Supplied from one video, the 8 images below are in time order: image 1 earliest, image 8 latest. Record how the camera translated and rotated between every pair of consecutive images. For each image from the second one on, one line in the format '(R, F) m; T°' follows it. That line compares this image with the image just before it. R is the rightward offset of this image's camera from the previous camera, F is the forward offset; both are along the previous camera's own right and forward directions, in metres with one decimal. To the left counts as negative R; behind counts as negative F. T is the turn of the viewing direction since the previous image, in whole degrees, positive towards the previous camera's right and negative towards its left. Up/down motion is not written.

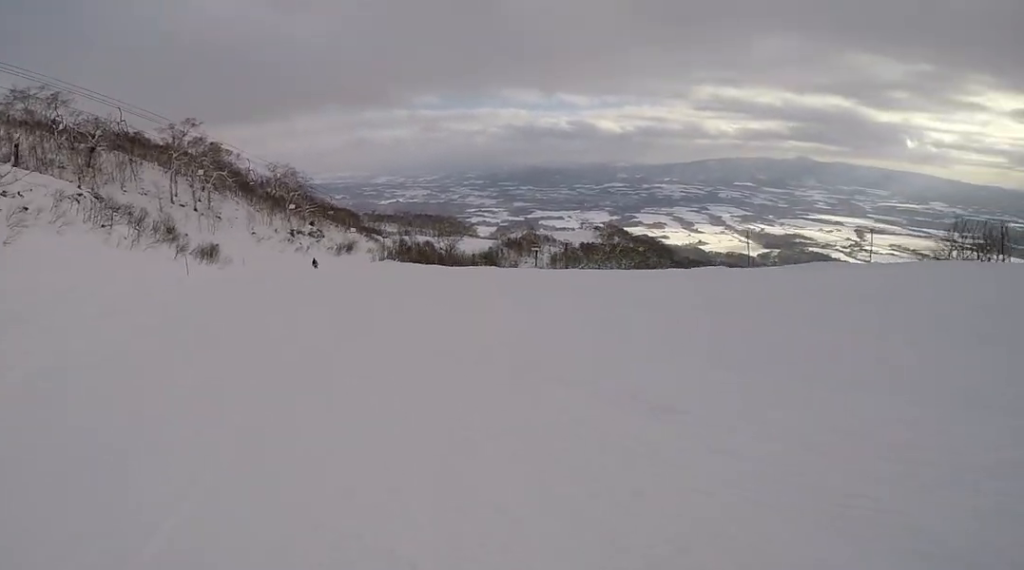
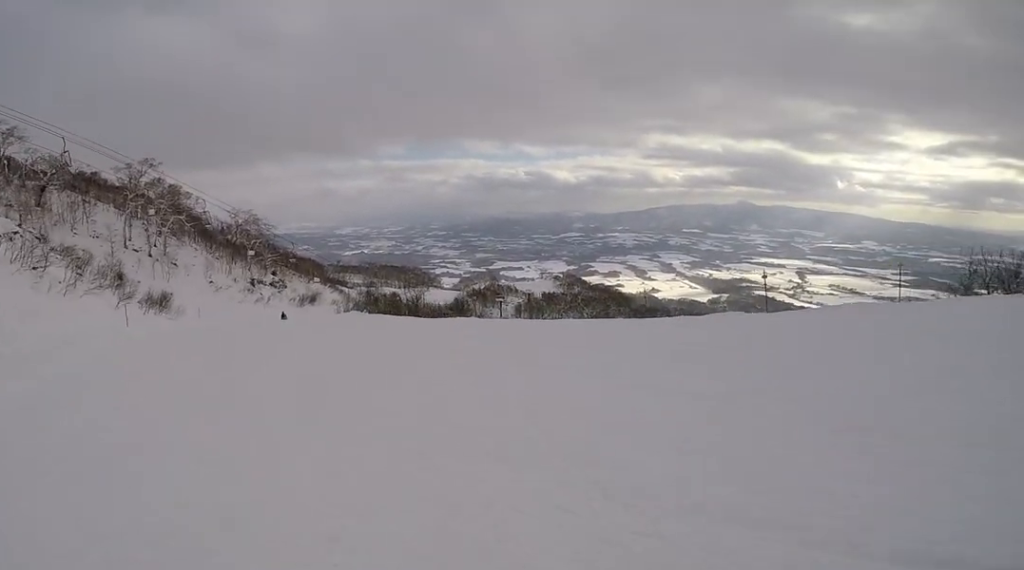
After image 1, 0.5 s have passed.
(-0.1, +3.0) m; -7°
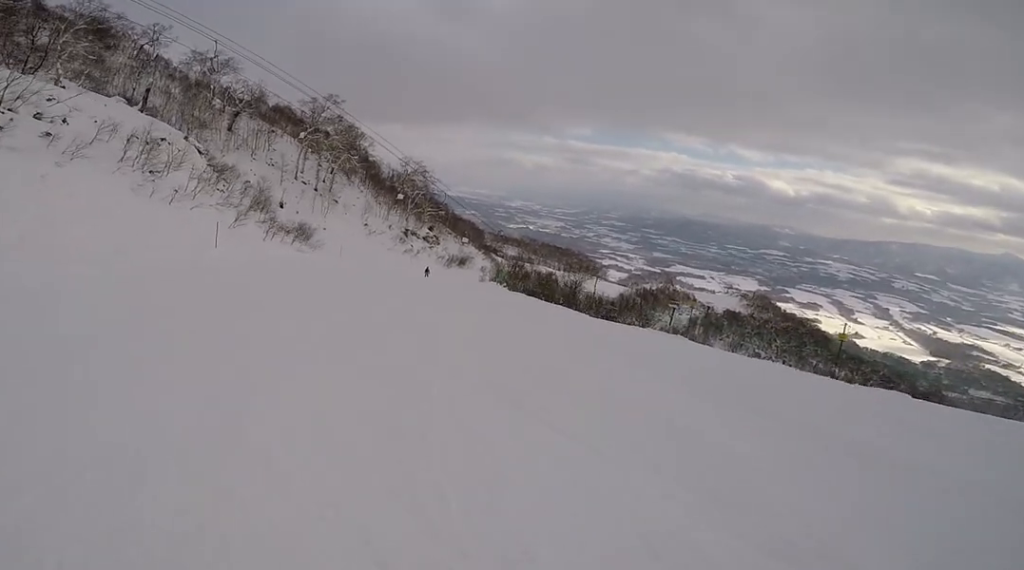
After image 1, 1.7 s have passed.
(-0.7, +7.8) m; -3°
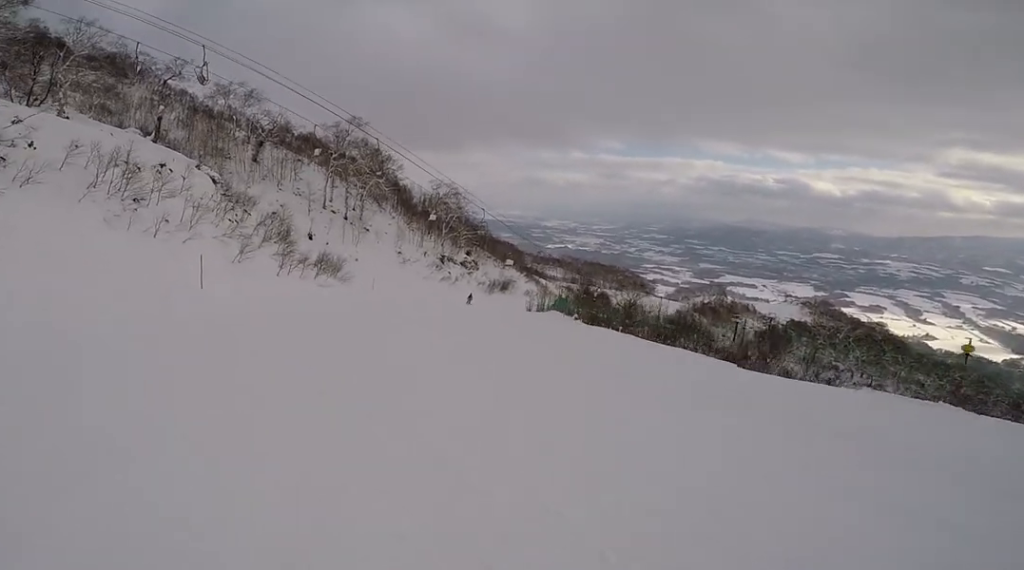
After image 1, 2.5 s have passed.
(+0.4, +5.5) m; 0°
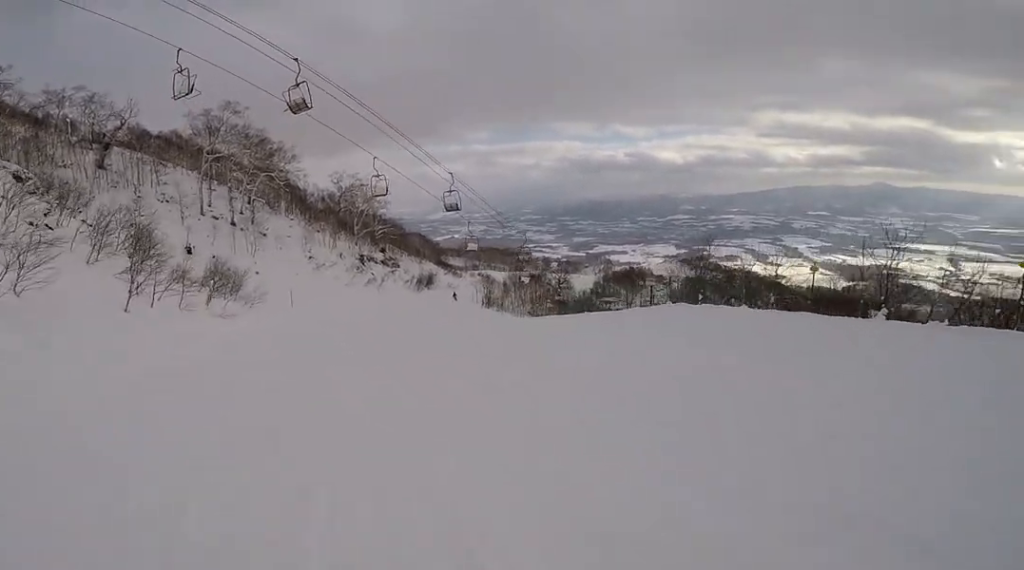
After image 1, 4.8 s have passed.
(+0.9, +14.6) m; +15°
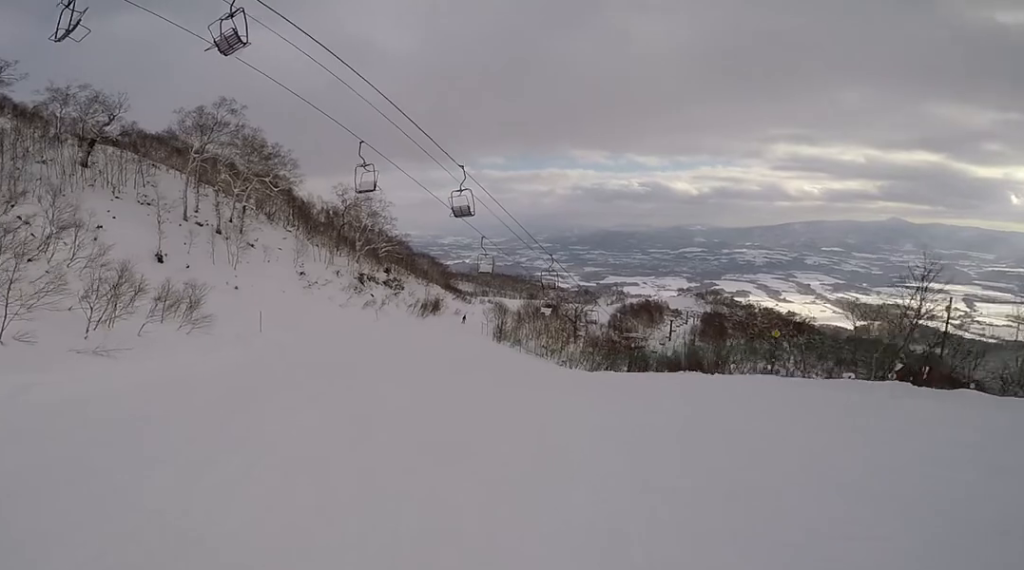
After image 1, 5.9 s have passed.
(+0.2, +7.8) m; -9°
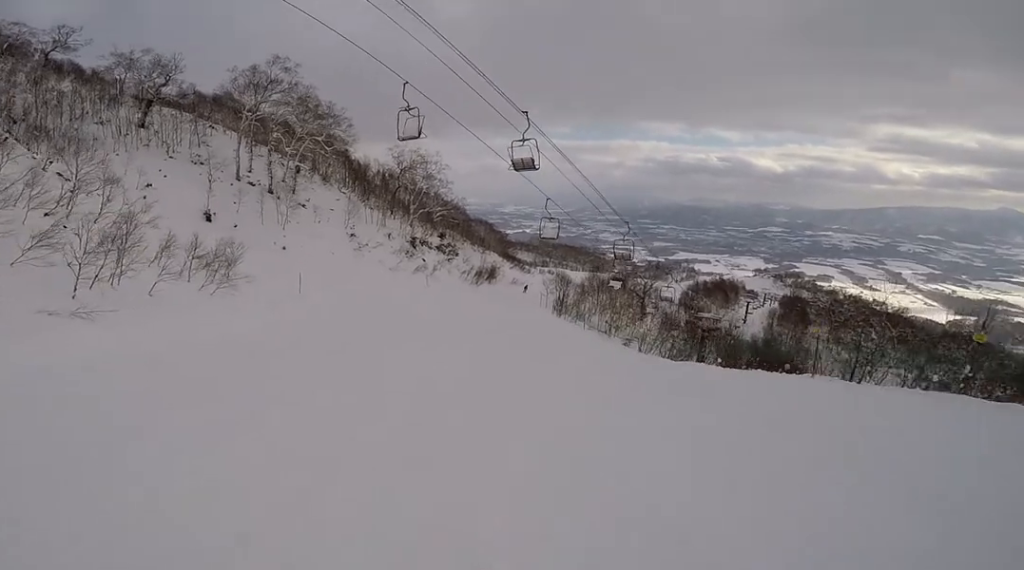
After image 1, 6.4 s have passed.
(-0.5, +2.9) m; -6°
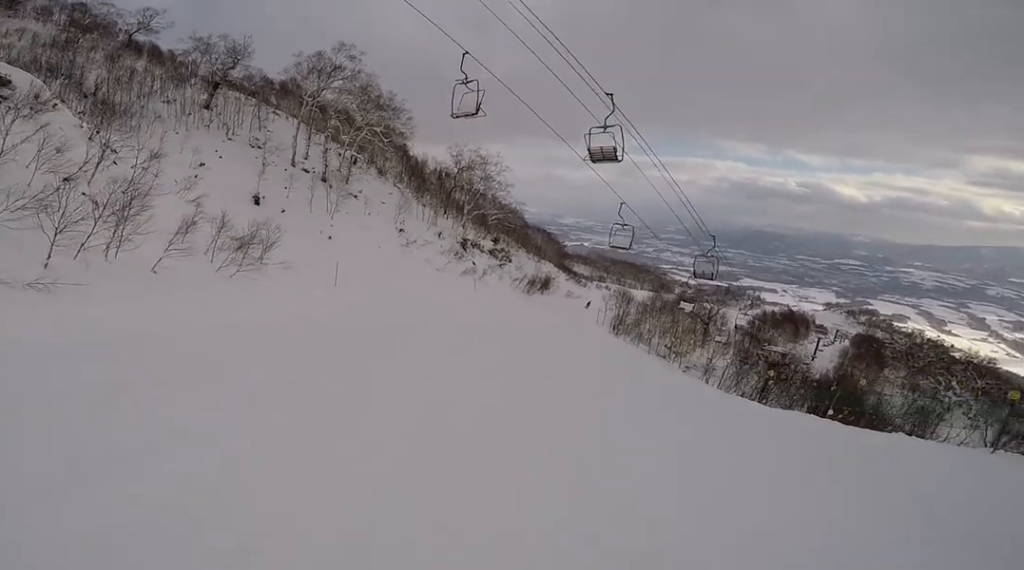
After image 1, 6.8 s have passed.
(-0.1, +2.9) m; -2°
